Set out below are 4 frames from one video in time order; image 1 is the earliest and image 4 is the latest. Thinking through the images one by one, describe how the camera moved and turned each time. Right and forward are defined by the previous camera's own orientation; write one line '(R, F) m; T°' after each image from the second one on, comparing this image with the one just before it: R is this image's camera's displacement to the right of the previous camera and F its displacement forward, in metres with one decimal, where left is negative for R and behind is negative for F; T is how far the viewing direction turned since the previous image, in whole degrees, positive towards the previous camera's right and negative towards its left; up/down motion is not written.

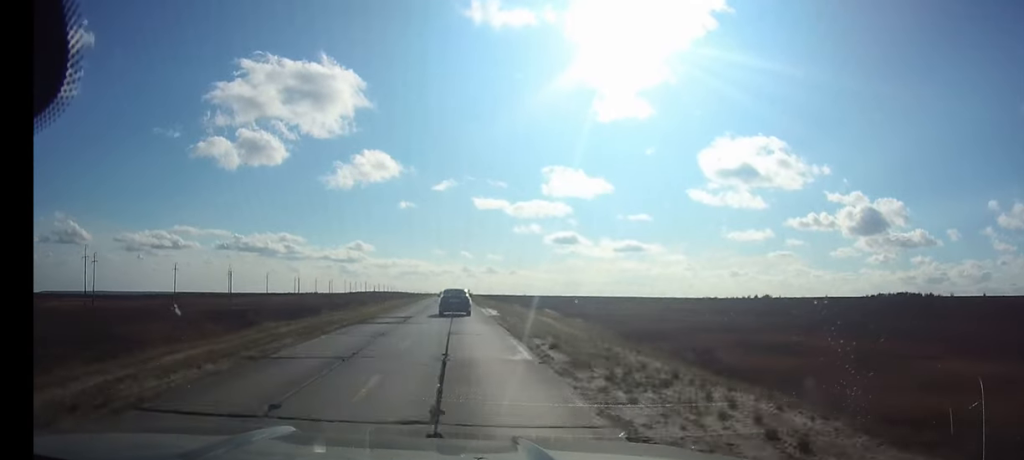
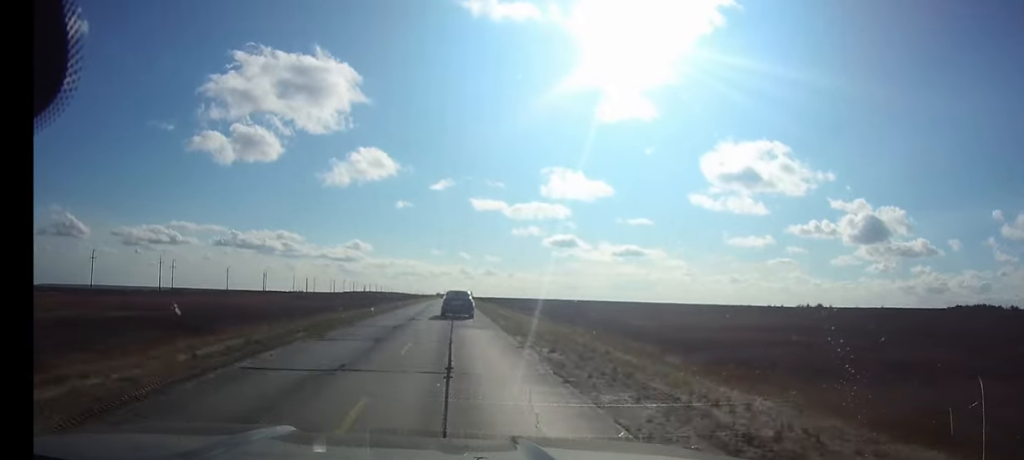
(0.0, +49.0) m; 0°
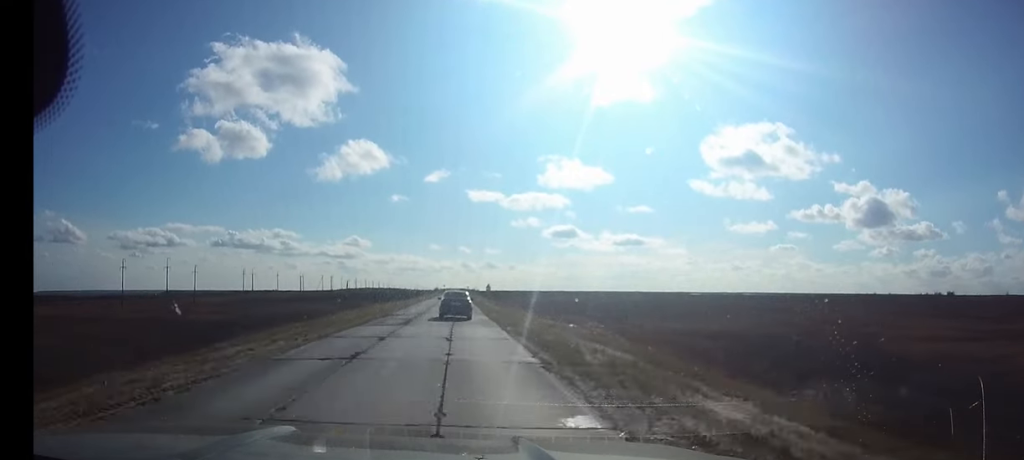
(+0.1, +80.7) m; 0°
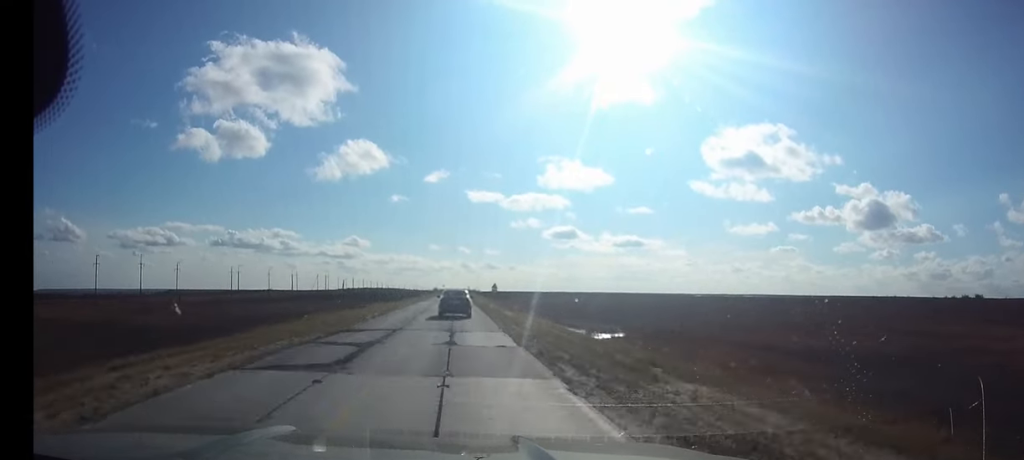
(-0.1, +14.1) m; 0°
